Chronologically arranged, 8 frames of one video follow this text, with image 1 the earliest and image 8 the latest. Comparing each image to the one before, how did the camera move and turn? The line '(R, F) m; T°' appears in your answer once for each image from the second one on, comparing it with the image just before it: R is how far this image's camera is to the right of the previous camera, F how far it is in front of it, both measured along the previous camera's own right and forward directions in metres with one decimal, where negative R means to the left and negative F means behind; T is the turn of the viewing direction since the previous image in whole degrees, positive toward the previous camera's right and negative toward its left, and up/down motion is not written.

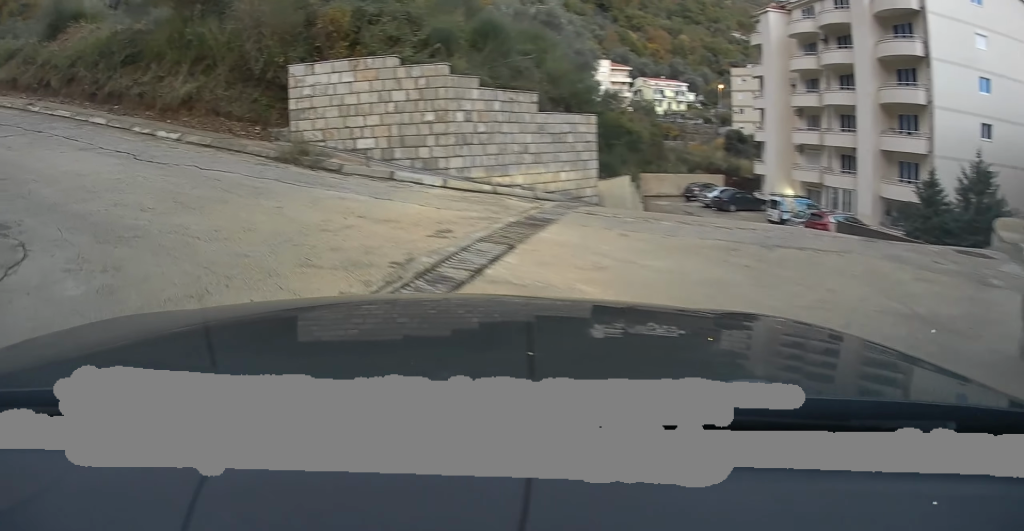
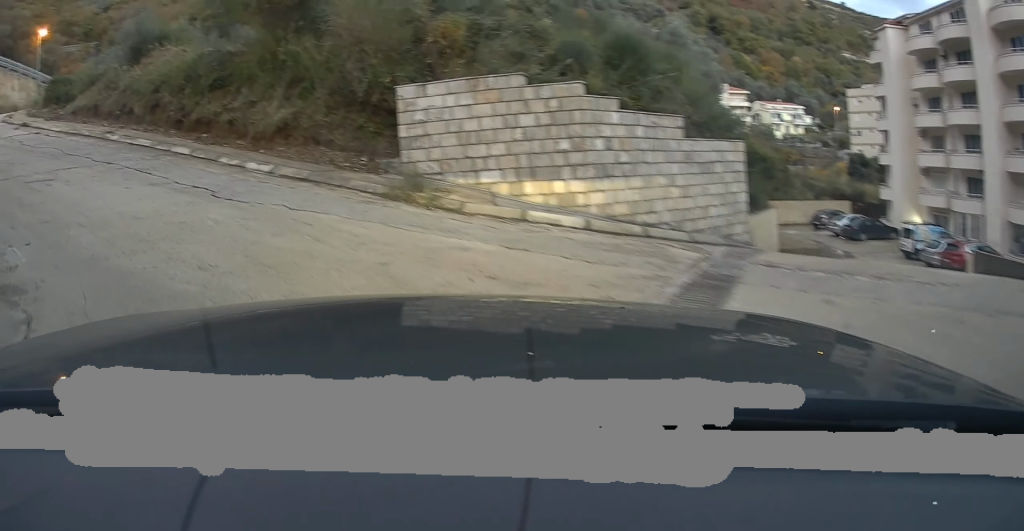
(-0.2, +1.8) m; -8°
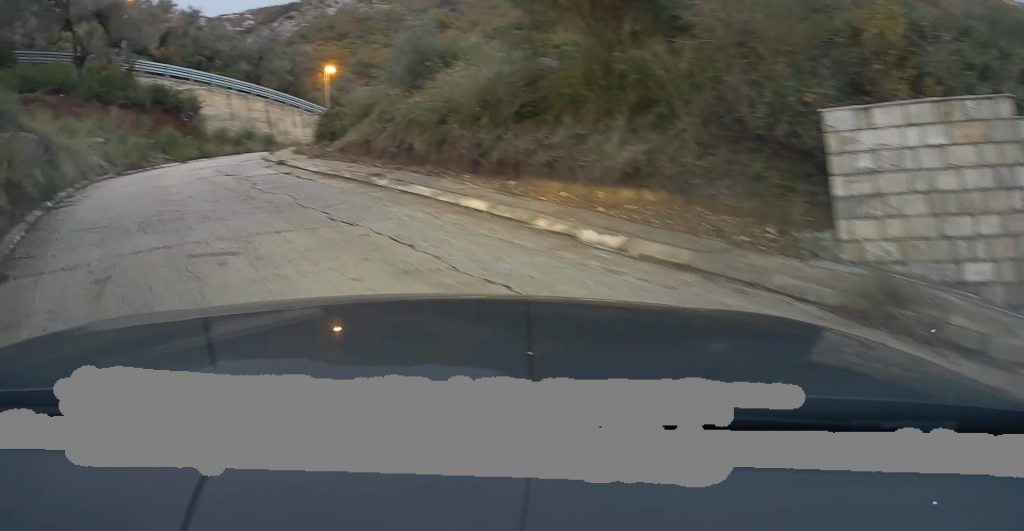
(-0.5, +4.6) m; -23°
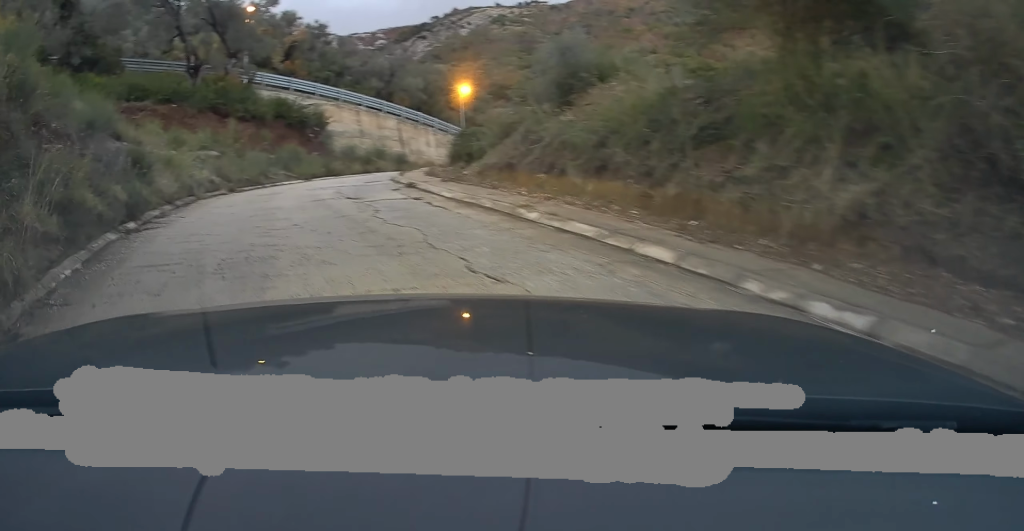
(-0.1, +2.1) m; -19°
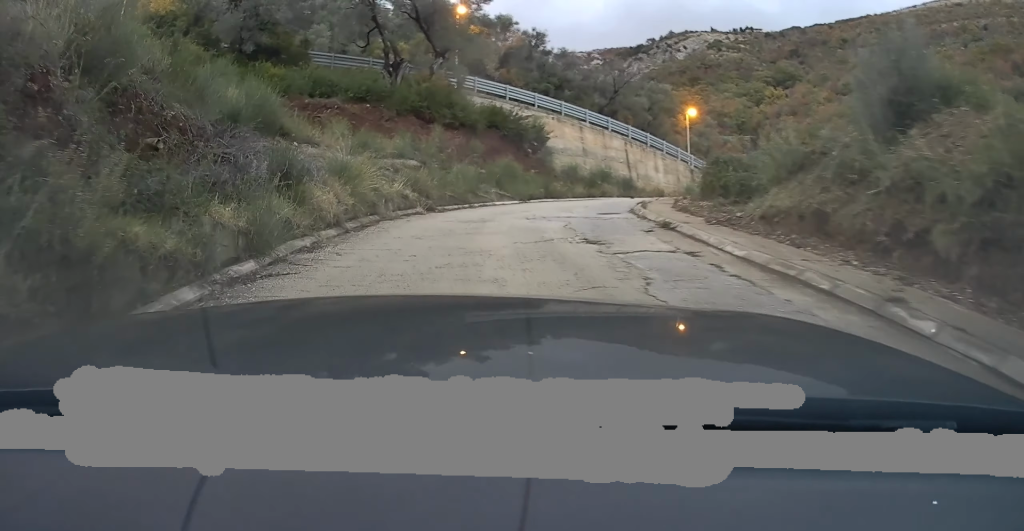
(-1.7, +4.3) m; -24°
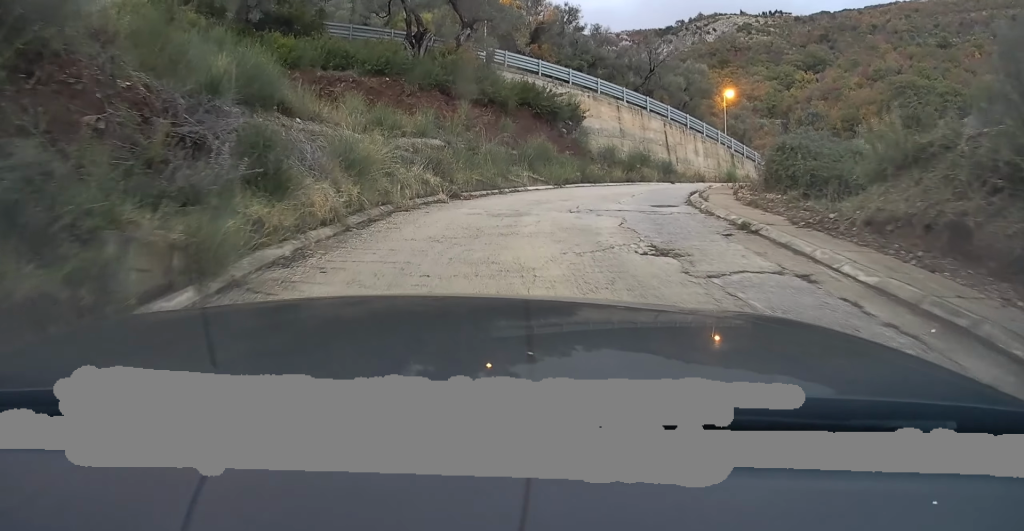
(+0.1, +2.6) m; -1°
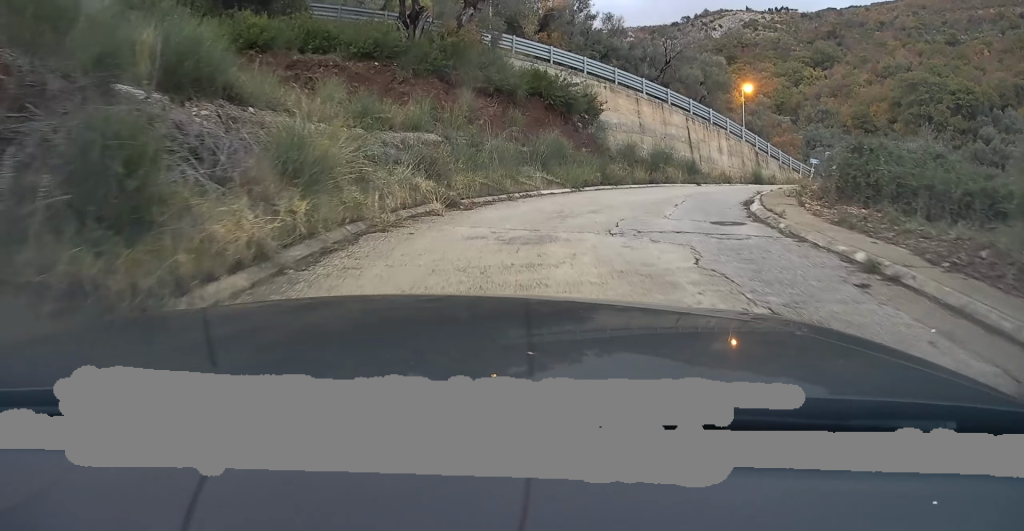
(0.0, +3.6) m; -1°
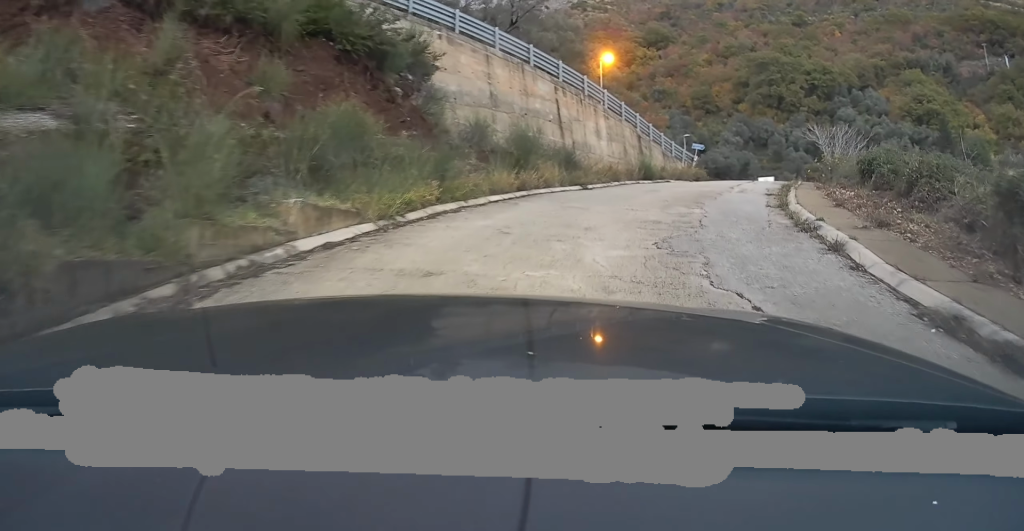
(+0.5, +11.7) m; +8°
